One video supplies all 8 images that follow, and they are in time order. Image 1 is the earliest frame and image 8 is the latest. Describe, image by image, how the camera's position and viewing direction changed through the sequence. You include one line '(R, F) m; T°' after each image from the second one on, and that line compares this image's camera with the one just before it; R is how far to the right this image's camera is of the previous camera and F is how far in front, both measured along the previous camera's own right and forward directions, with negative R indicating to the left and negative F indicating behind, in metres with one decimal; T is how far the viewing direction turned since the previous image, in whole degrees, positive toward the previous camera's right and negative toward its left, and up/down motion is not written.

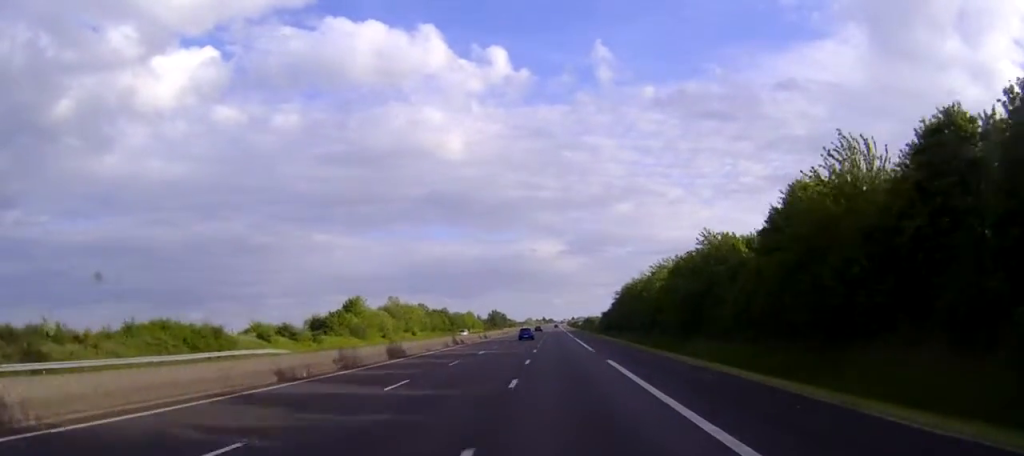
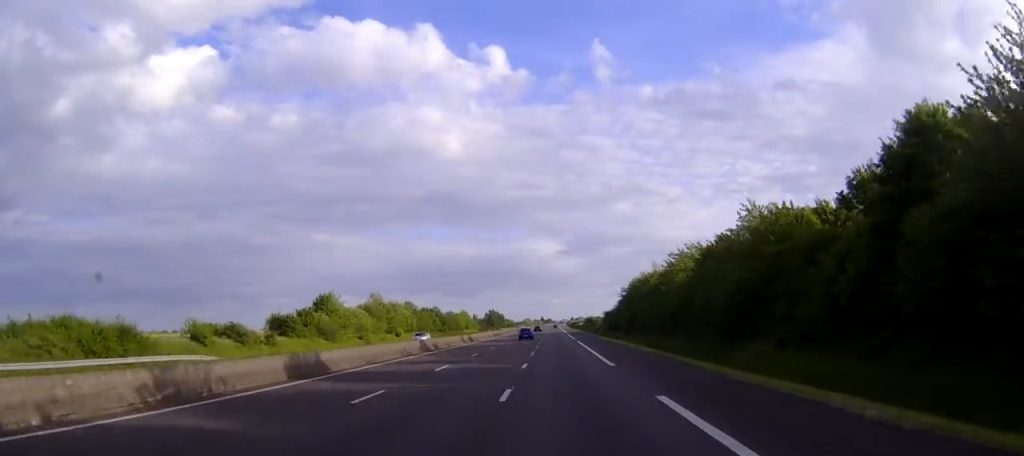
(0.0, +16.2) m; 0°
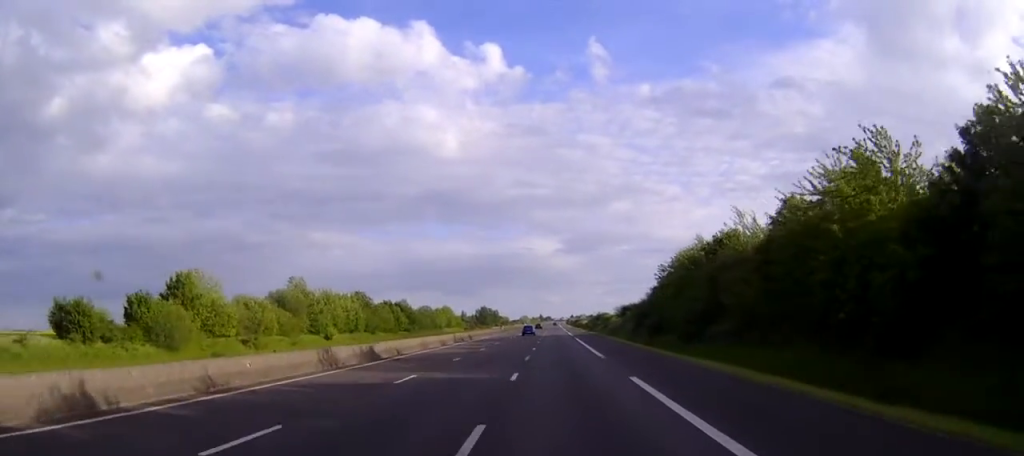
(+0.2, +46.6) m; 0°
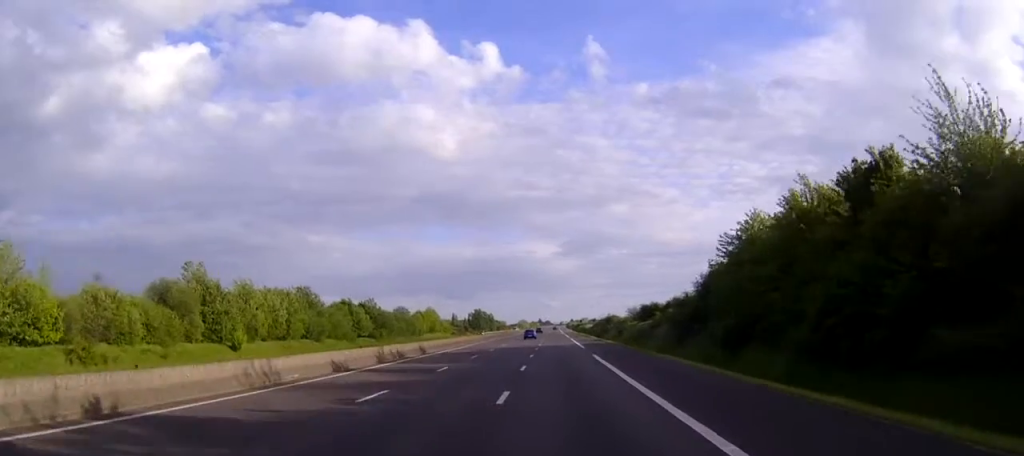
(0.0, +31.5) m; 0°
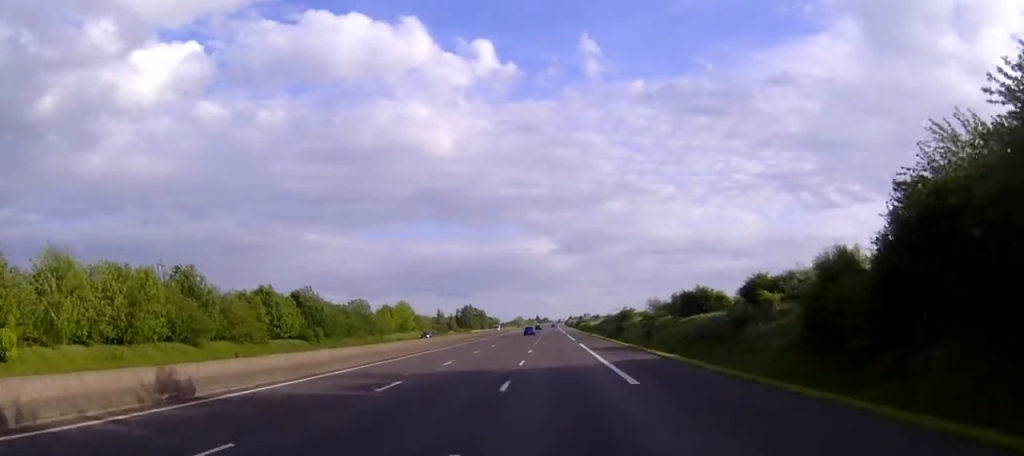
(0.0, +36.3) m; 0°
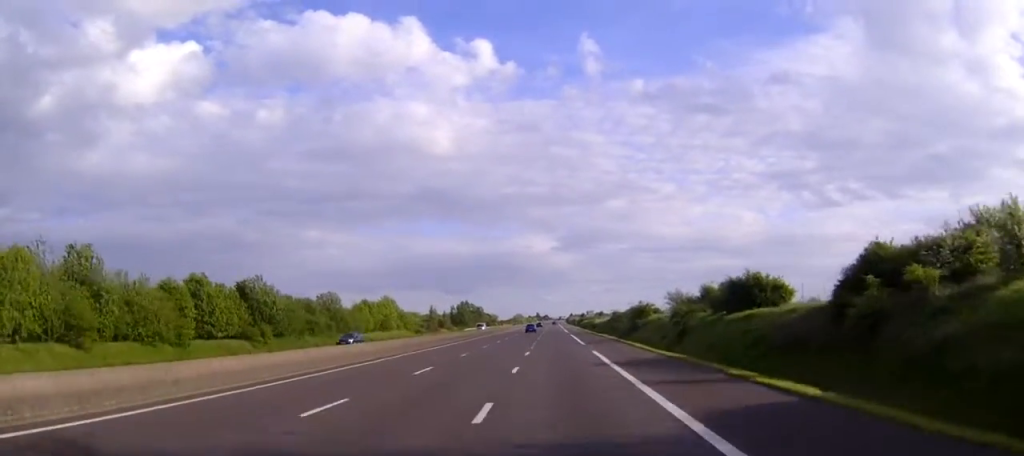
(0.0, +19.1) m; 0°
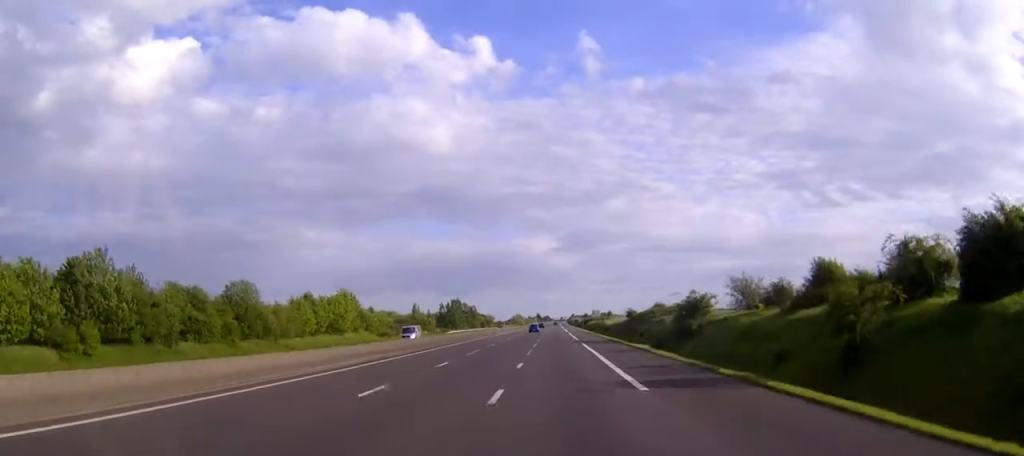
(0.0, +34.4) m; 0°
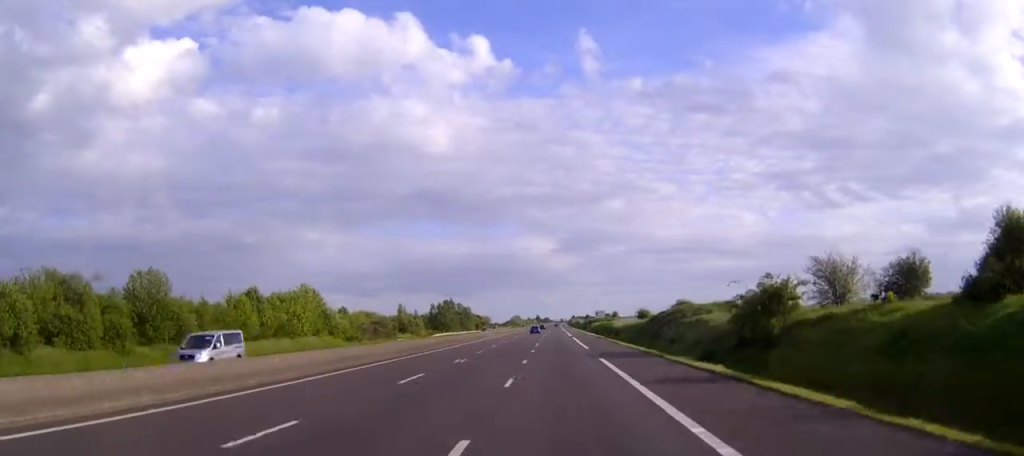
(0.0, +21.0) m; 0°
